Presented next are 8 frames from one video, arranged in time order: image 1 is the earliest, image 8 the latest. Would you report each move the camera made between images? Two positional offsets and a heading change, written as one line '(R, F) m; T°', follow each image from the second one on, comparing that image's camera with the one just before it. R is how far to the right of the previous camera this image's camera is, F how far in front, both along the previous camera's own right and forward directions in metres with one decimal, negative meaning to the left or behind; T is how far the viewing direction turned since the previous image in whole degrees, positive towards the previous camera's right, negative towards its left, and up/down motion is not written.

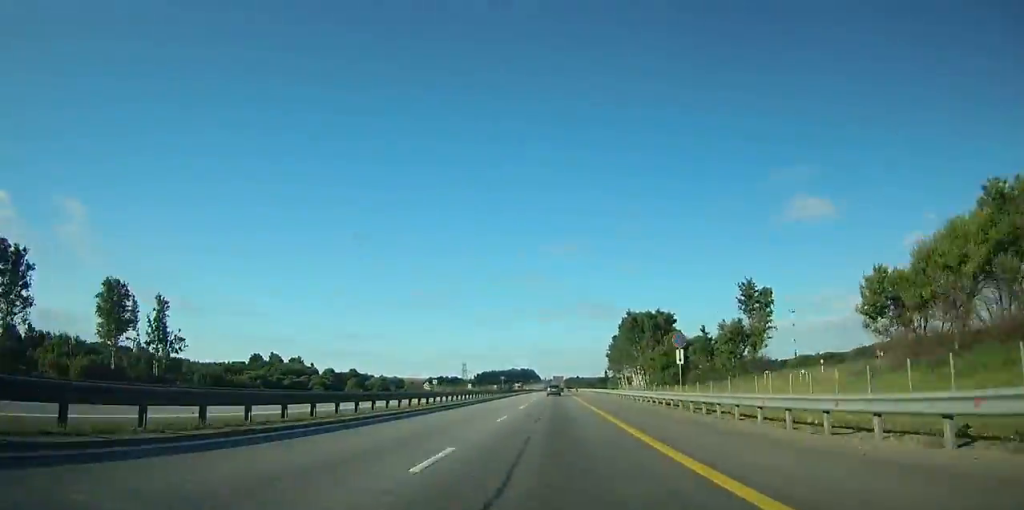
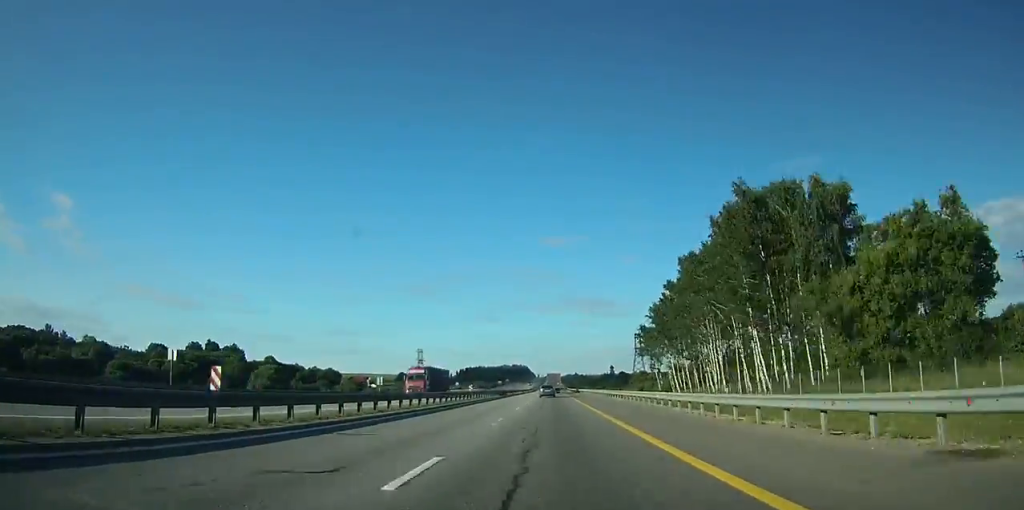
(0.0, +100.0) m; 0°
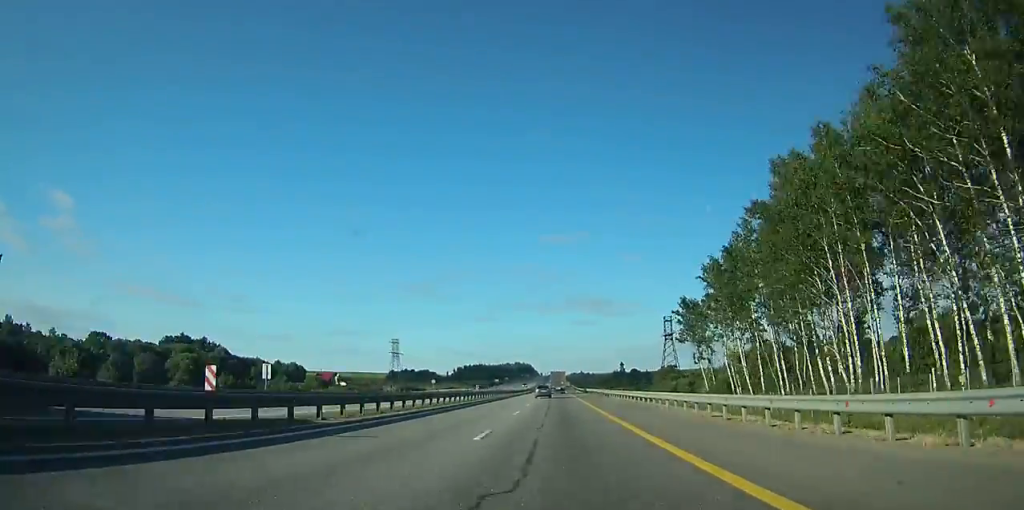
(-0.1, +39.8) m; 0°
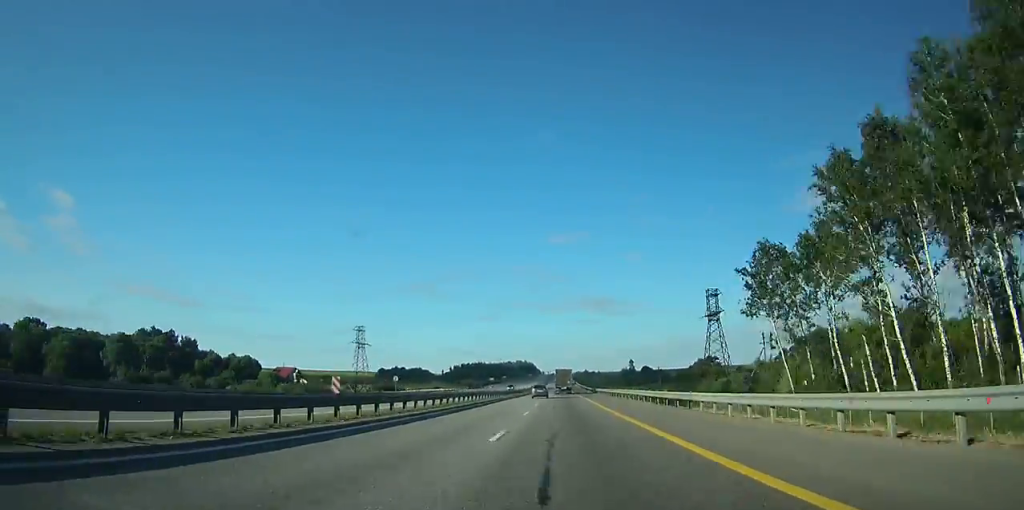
(0.0, +36.7) m; 0°
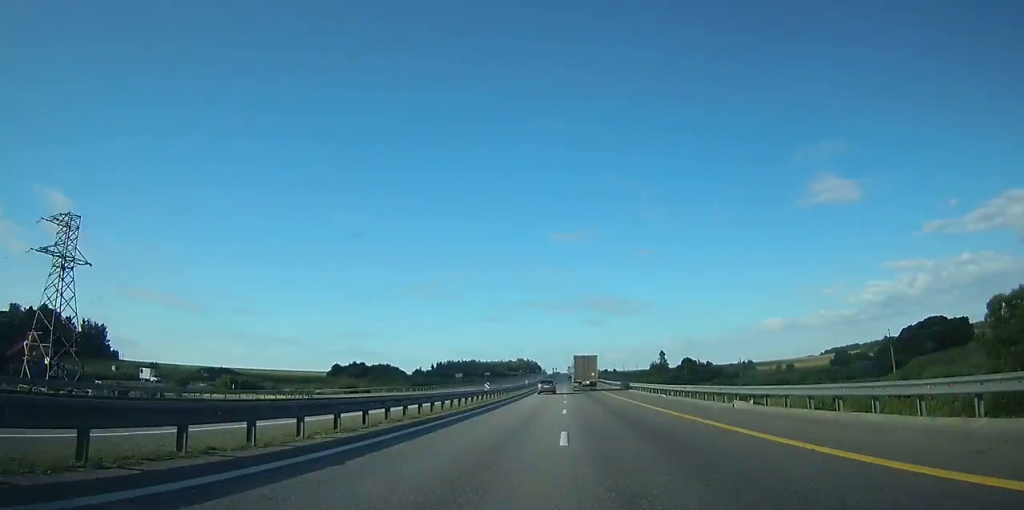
(-0.4, +91.6) m; 0°
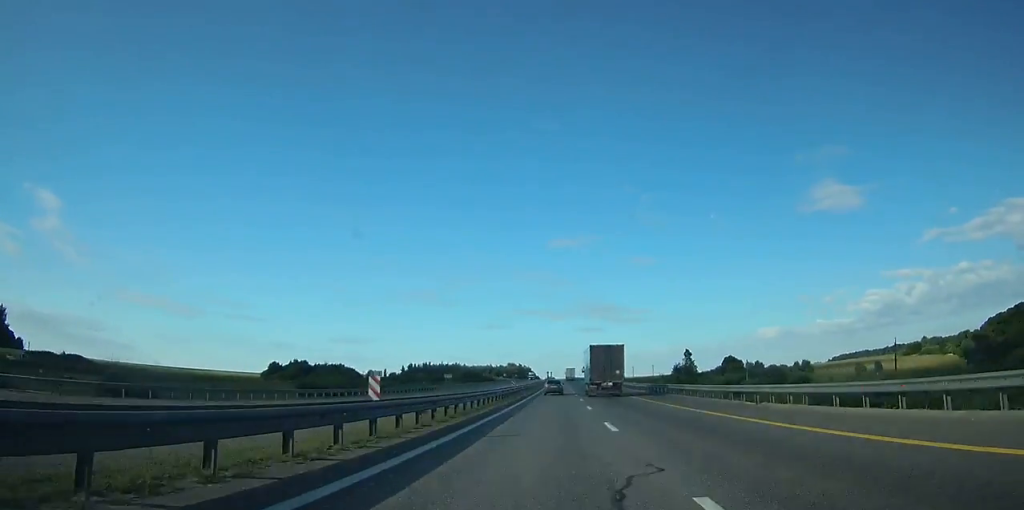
(+0.1, +60.1) m; 0°
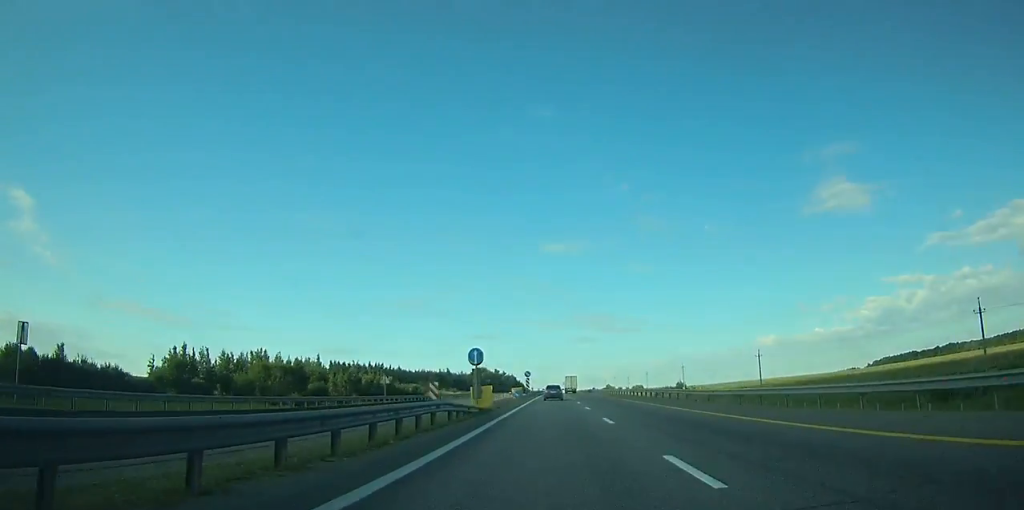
(+1.2, +202.0) m; +1°
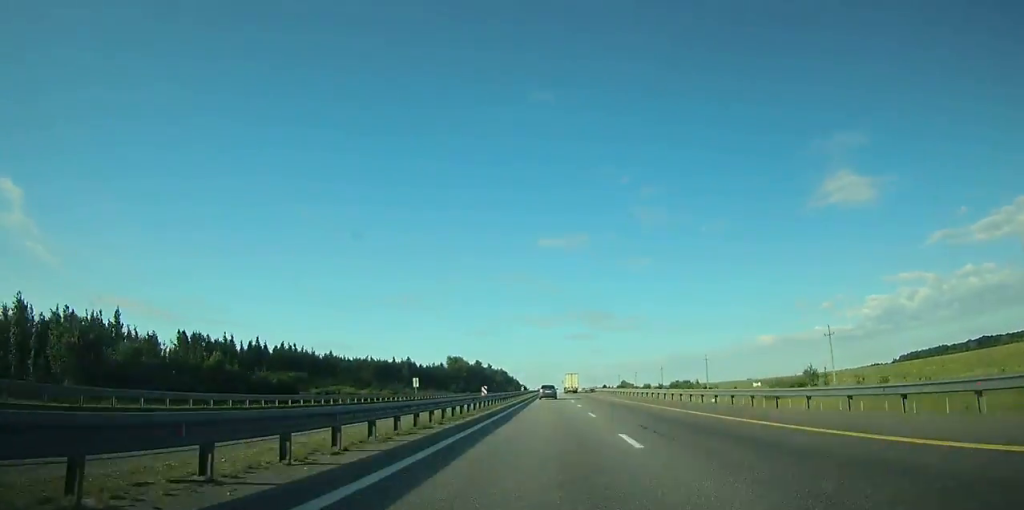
(+0.1, +105.3) m; 0°
